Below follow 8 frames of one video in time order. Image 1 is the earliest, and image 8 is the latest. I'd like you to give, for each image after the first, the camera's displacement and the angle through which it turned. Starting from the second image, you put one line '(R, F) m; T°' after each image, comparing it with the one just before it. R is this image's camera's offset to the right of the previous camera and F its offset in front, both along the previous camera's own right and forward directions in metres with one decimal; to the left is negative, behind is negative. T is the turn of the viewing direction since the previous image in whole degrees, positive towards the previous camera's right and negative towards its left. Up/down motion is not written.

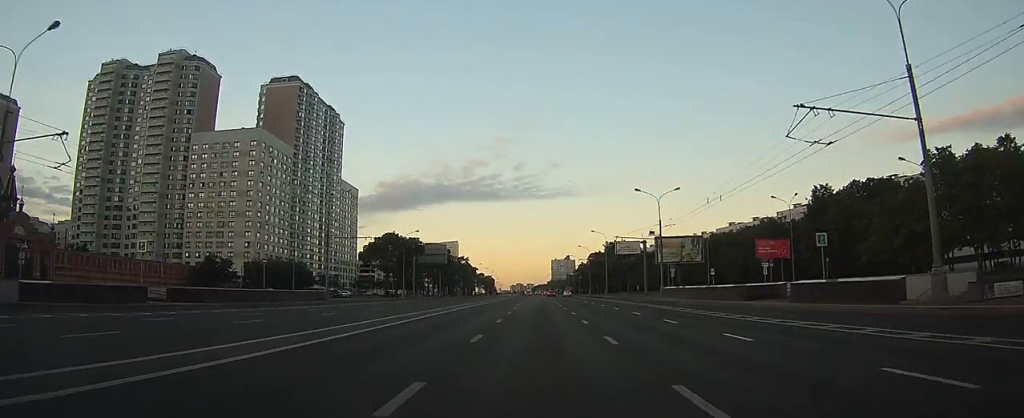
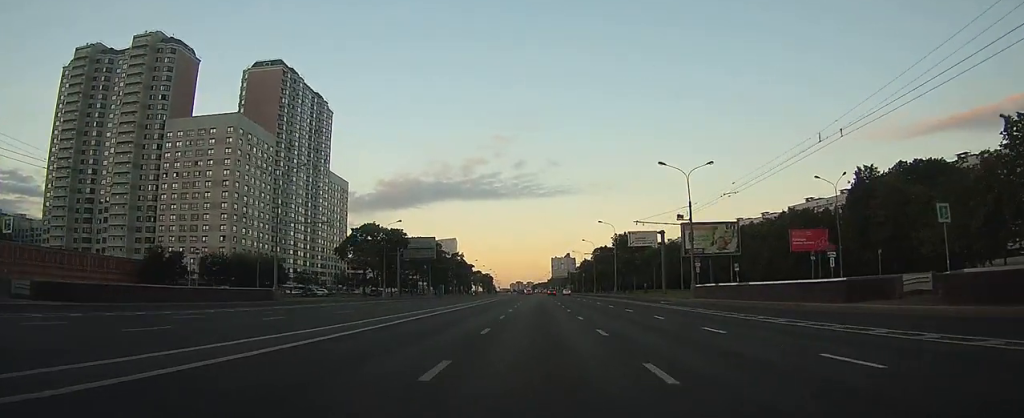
(0.0, +13.4) m; 0°
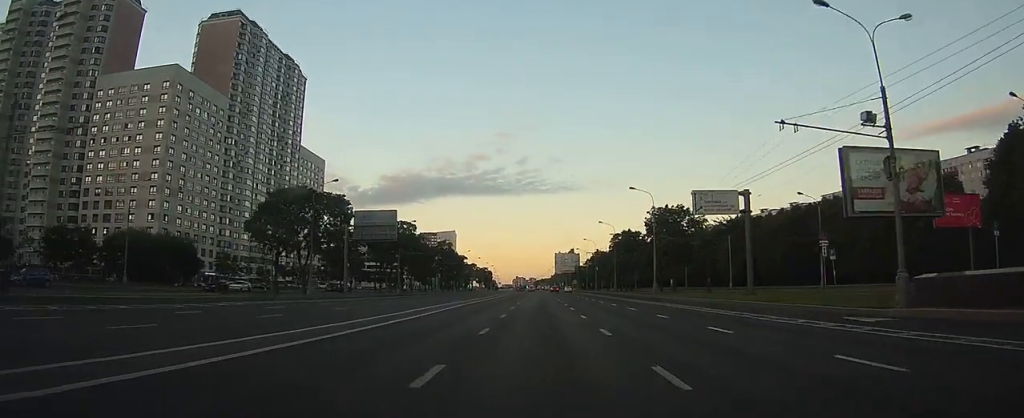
(+0.1, +31.8) m; +1°
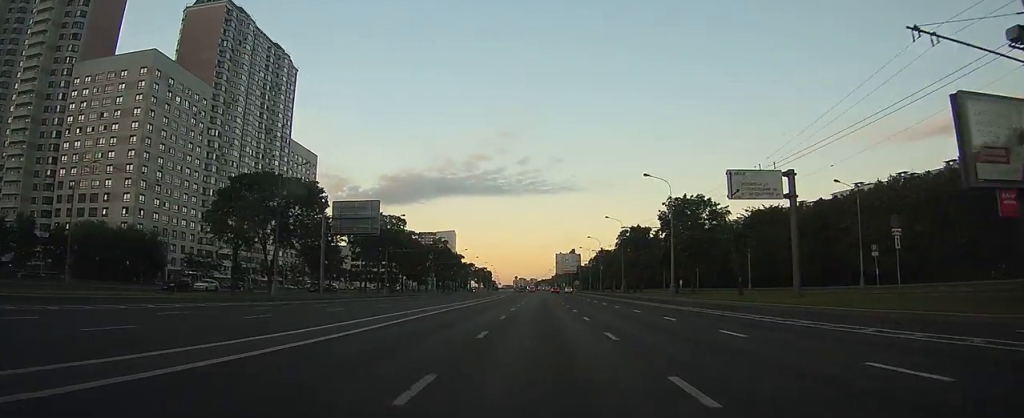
(0.0, +8.9) m; 0°
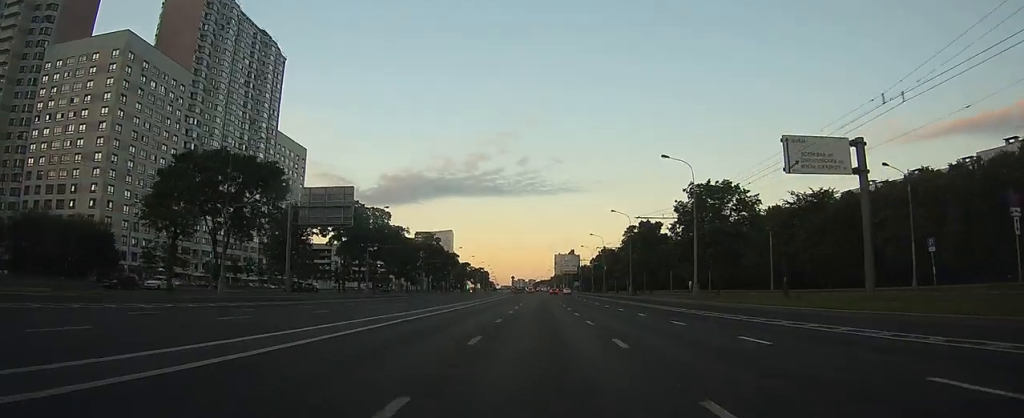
(0.0, +9.6) m; 0°
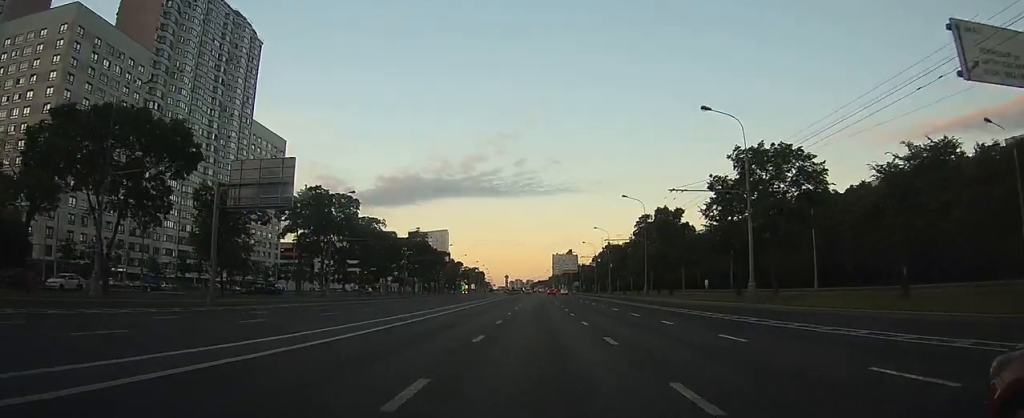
(0.0, +14.5) m; 0°
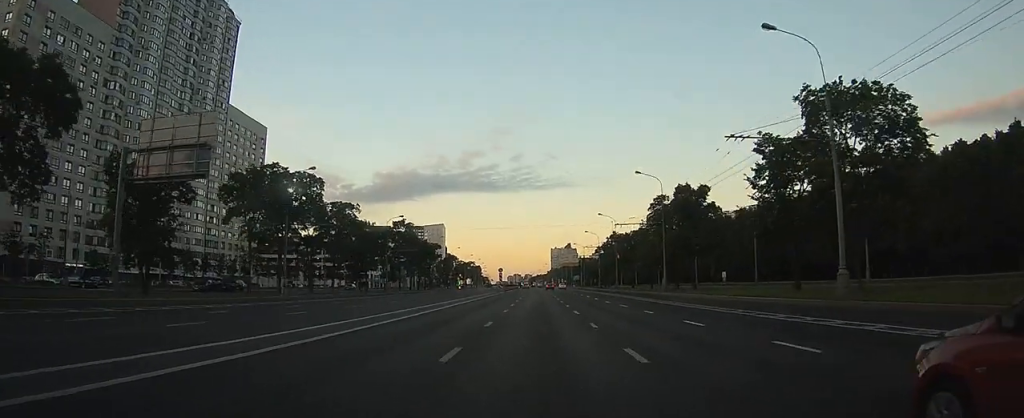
(0.0, +12.1) m; 0°
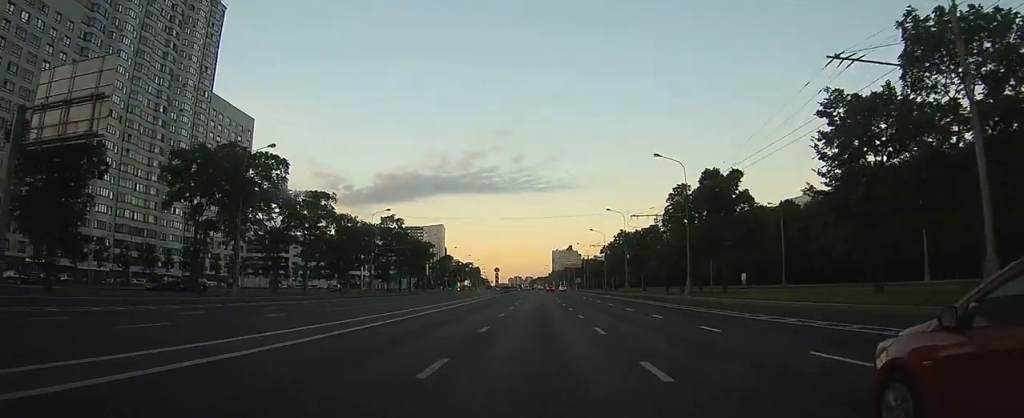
(0.0, +9.8) m; 0°
